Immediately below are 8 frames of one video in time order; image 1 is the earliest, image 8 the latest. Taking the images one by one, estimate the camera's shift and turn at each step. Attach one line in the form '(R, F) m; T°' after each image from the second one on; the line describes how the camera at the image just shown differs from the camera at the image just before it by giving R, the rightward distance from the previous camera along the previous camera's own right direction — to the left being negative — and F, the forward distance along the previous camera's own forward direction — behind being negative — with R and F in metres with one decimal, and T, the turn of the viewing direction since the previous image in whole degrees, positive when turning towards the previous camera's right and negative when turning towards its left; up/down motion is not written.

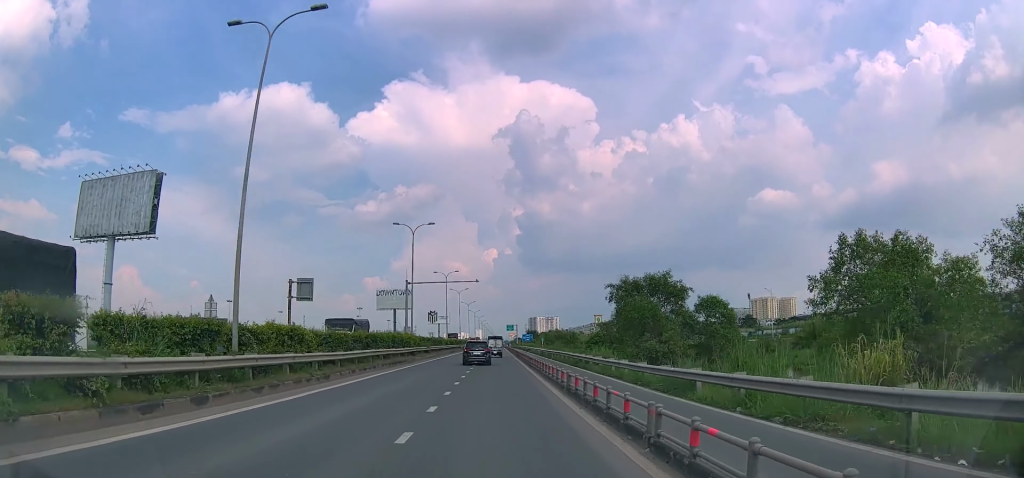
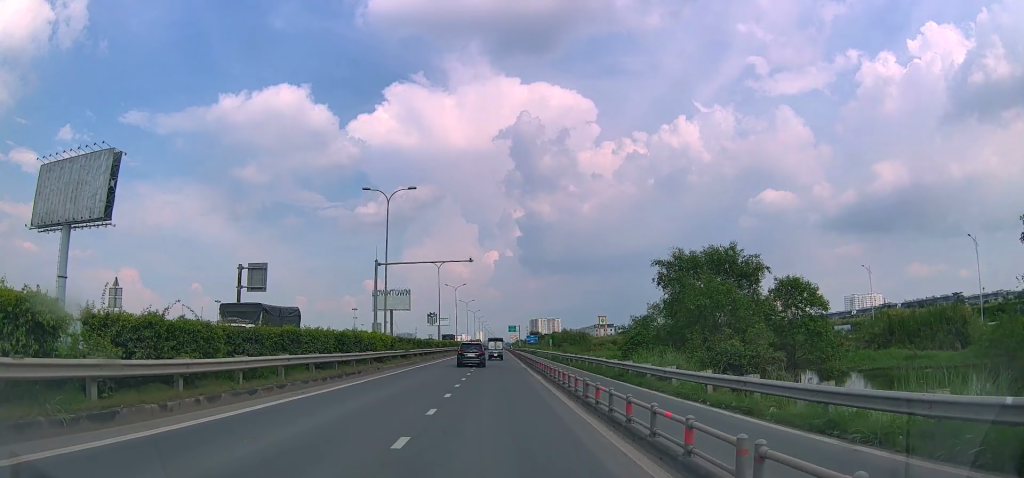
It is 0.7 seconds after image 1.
(-0.1, +12.9) m; 0°
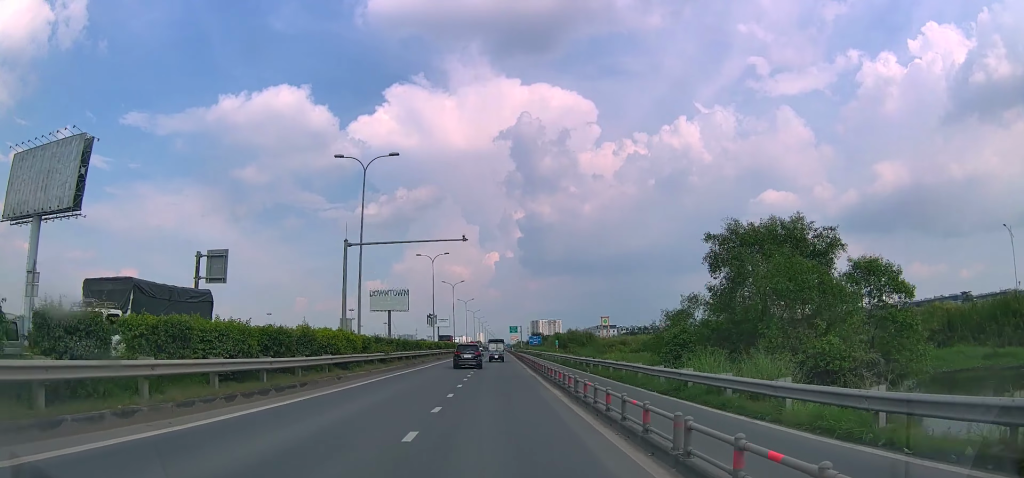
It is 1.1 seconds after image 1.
(0.0, +7.3) m; 0°
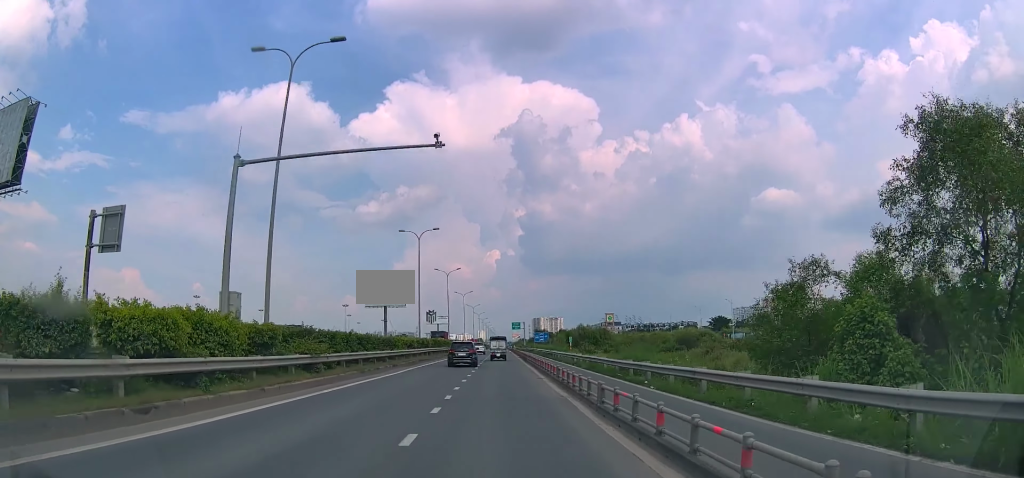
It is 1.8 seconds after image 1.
(0.0, +12.3) m; 0°
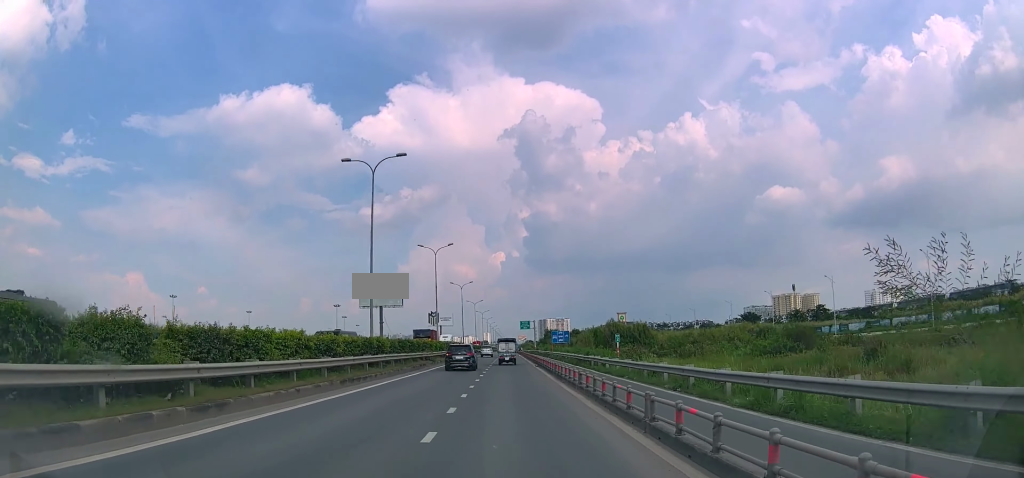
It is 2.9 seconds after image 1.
(0.0, +22.0) m; 0°
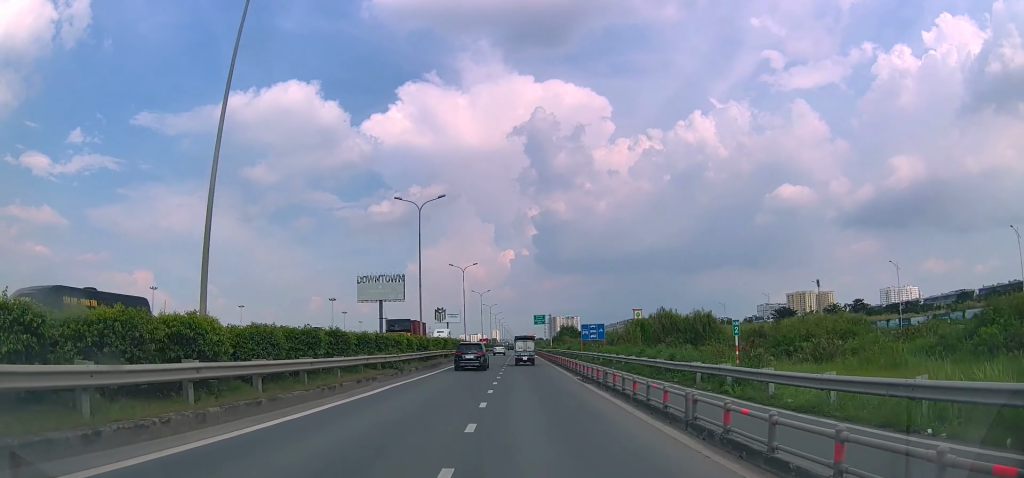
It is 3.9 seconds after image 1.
(0.0, +18.6) m; -1°
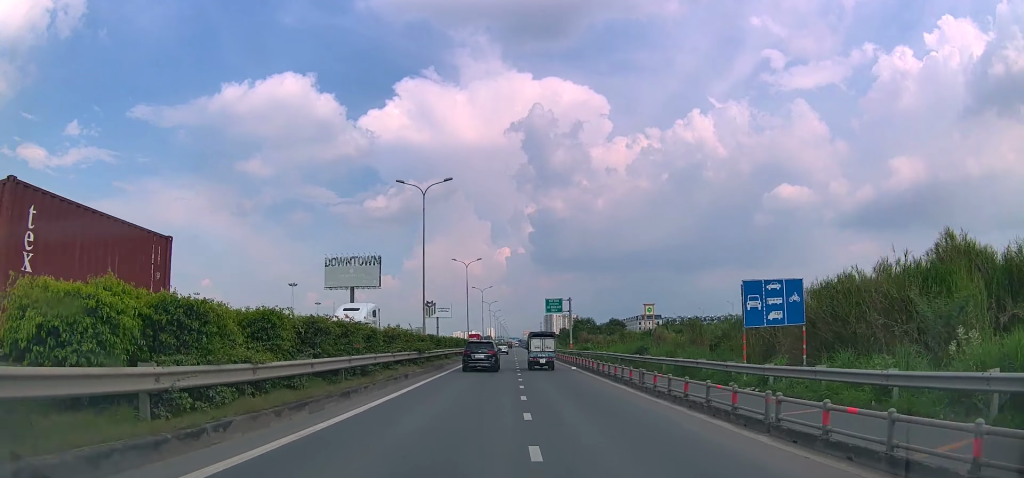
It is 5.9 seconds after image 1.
(-0.6, +38.4) m; -1°
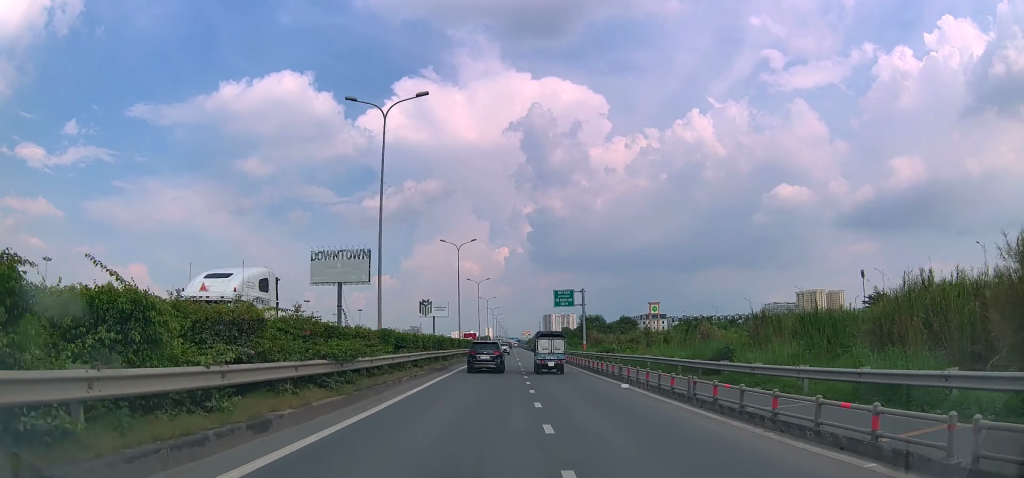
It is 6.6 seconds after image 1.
(0.0, +14.2) m; 0°
